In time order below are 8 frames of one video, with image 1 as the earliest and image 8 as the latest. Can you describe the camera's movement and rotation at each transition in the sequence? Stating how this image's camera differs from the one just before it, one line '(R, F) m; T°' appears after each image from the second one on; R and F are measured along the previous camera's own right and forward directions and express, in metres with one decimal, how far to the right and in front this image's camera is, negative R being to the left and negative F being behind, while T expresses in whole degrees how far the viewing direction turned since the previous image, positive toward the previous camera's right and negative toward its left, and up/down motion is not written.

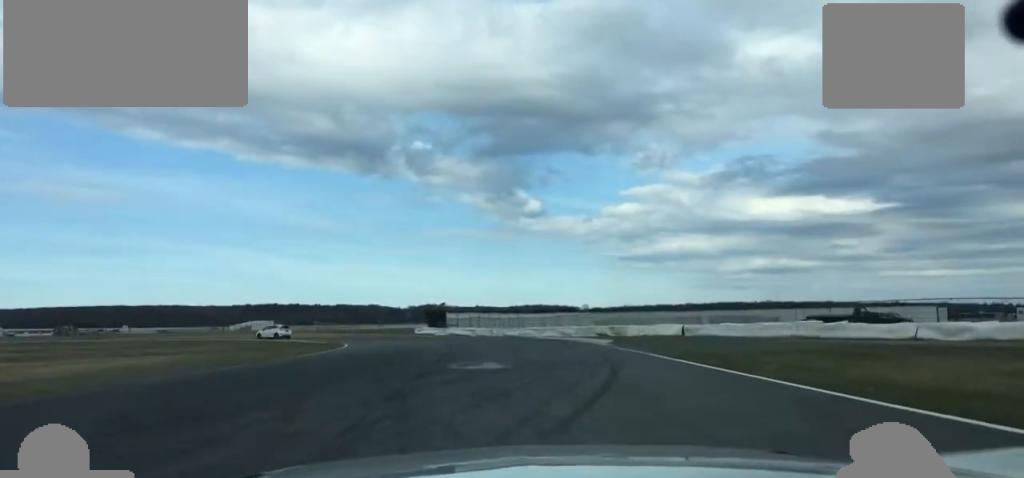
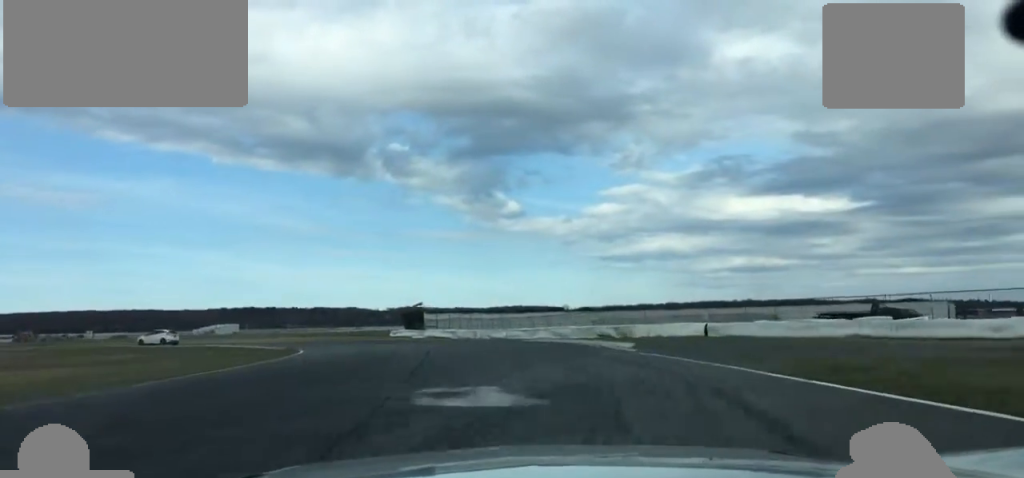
(+0.7, +9.9) m; +1°
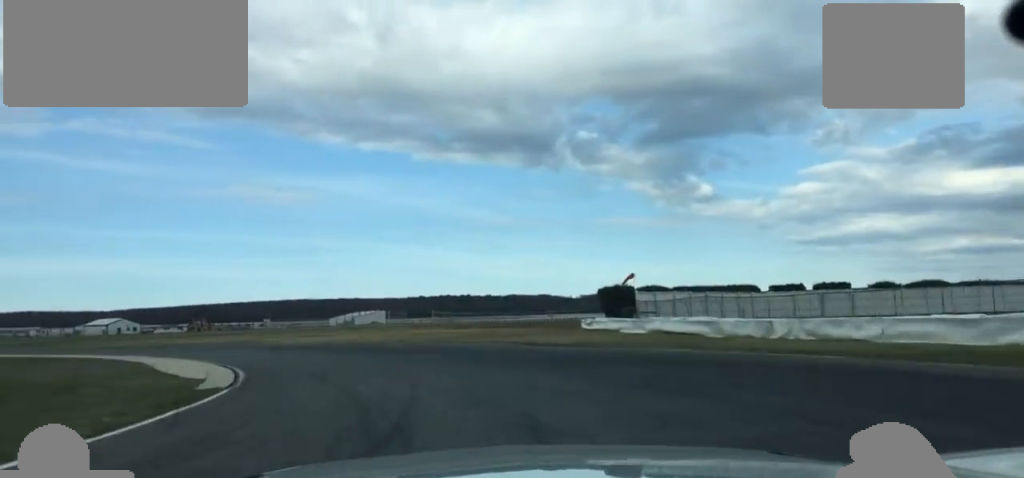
(-2.6, +43.8) m; -12°
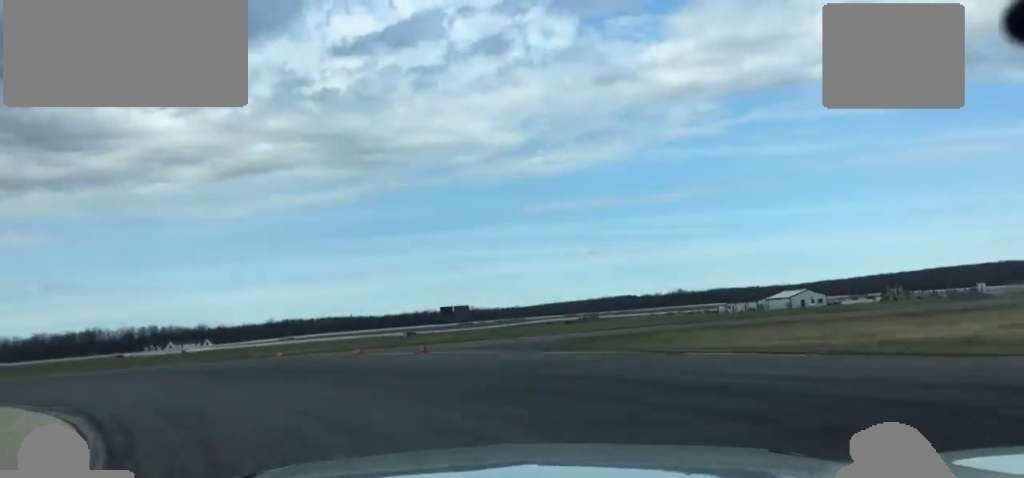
(-11.2, +38.9) m; -41°
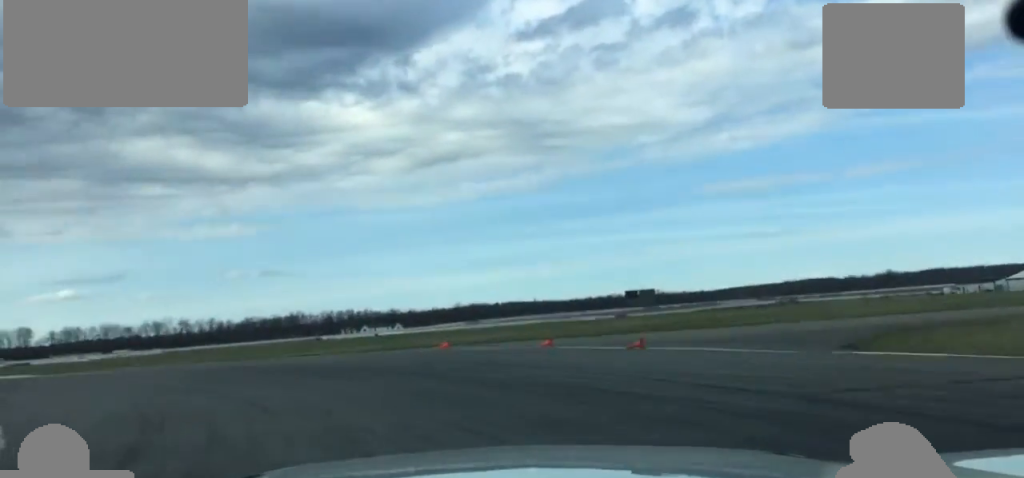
(-0.4, +9.5) m; -13°
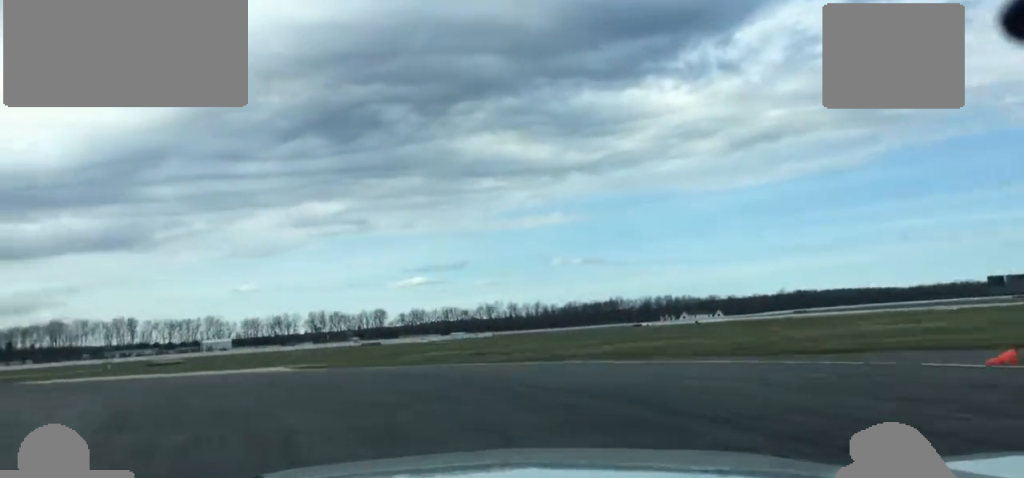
(-3.2, +16.3) m; -21°
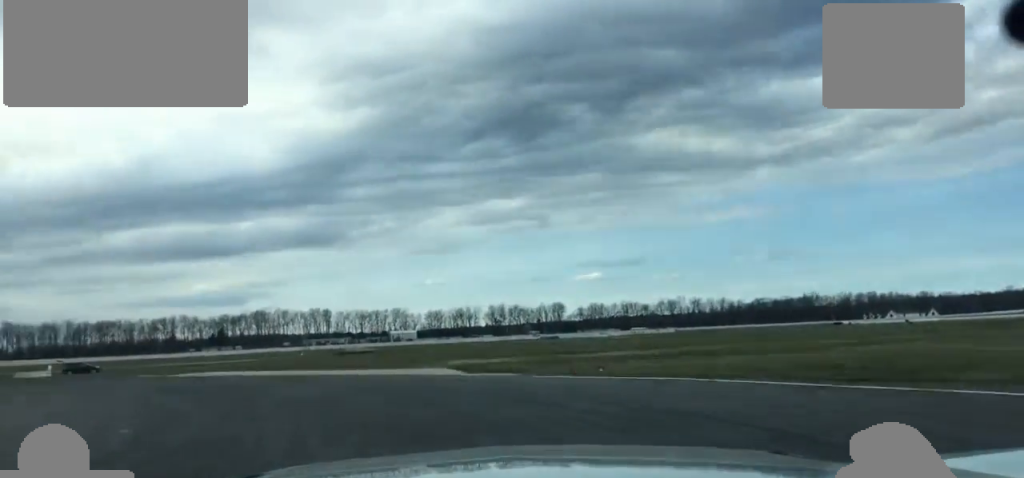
(-1.7, +9.4) m; -12°
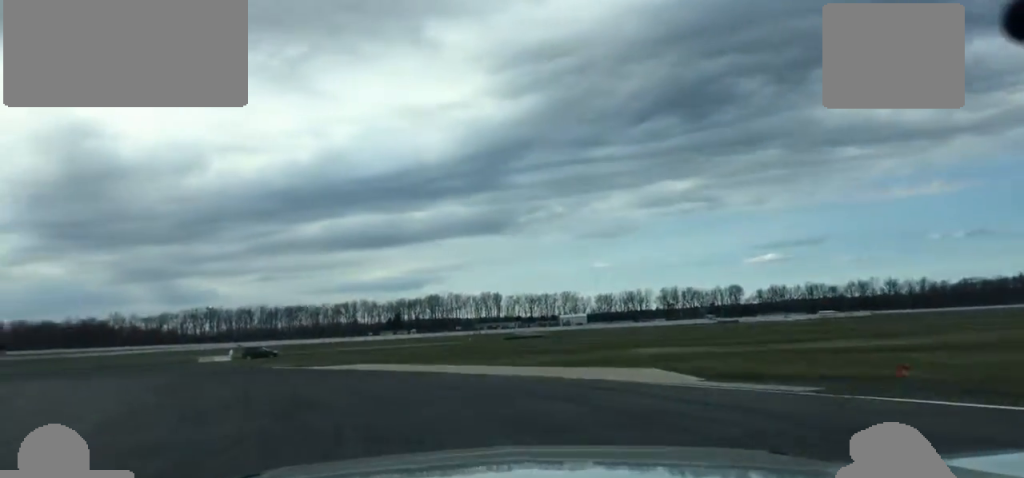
(-0.1, +9.0) m; -11°
